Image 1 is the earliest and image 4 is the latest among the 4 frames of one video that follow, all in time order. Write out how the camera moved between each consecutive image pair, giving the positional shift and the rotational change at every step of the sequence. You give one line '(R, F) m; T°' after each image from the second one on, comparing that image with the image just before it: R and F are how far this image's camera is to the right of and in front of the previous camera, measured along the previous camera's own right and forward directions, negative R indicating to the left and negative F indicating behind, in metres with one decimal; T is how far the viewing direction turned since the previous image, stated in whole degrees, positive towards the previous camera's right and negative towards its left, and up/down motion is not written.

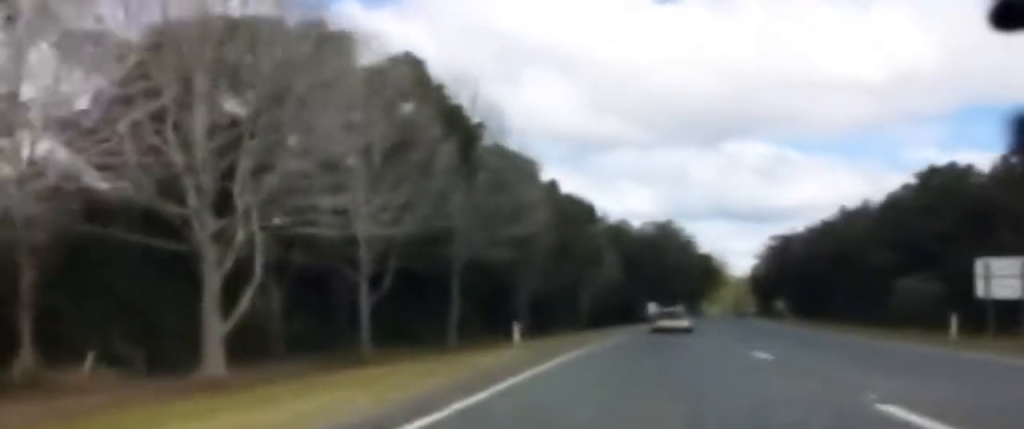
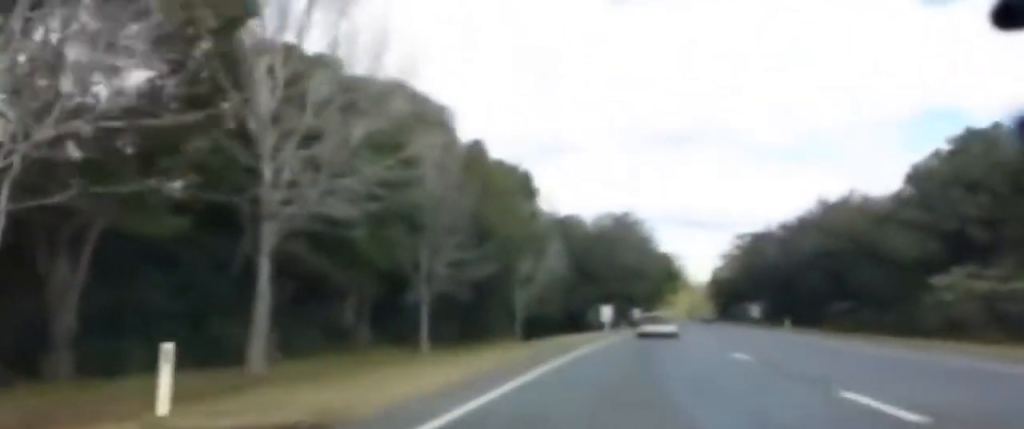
(+0.1, +22.3) m; +3°
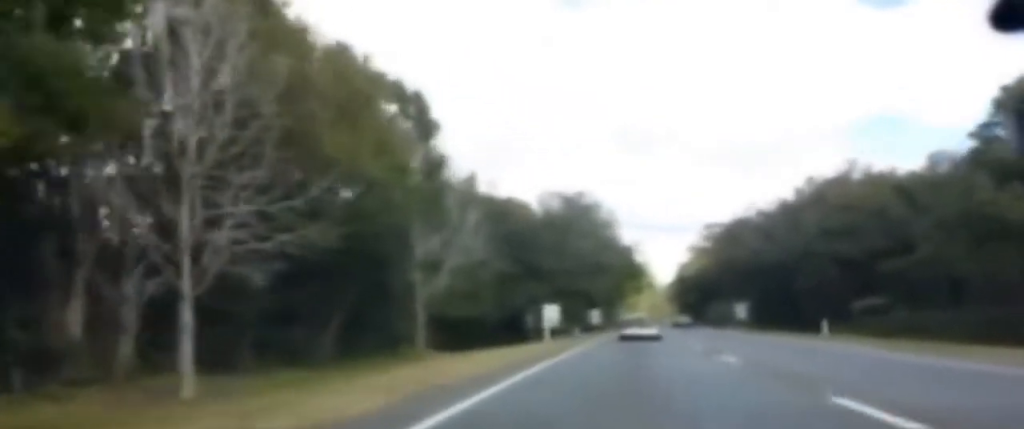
(+1.1, +25.2) m; +3°
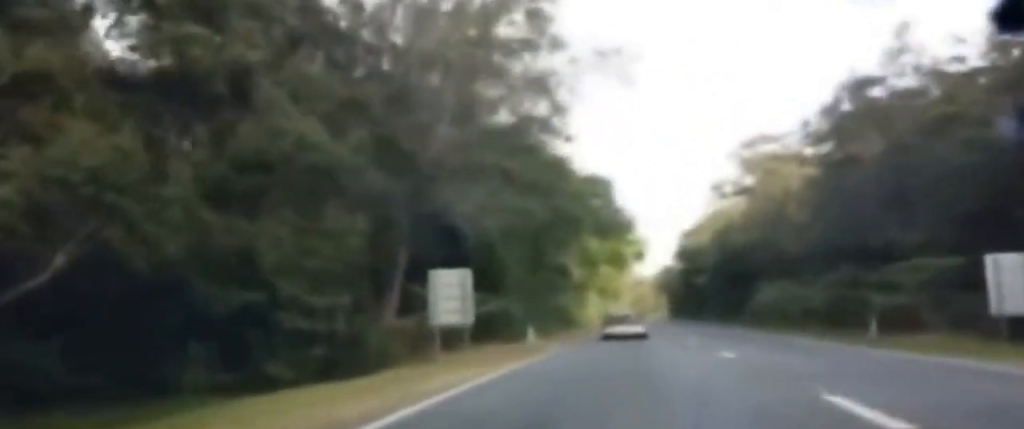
(+0.6, +72.9) m; -1°
